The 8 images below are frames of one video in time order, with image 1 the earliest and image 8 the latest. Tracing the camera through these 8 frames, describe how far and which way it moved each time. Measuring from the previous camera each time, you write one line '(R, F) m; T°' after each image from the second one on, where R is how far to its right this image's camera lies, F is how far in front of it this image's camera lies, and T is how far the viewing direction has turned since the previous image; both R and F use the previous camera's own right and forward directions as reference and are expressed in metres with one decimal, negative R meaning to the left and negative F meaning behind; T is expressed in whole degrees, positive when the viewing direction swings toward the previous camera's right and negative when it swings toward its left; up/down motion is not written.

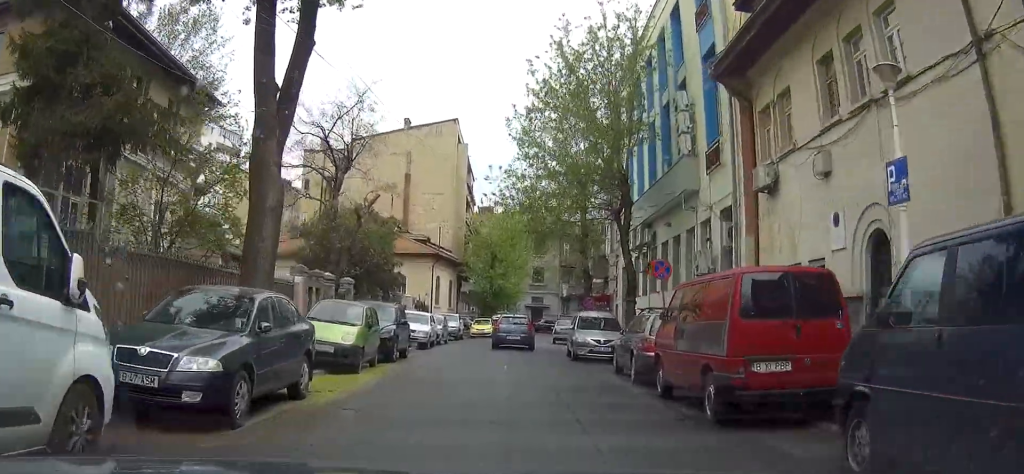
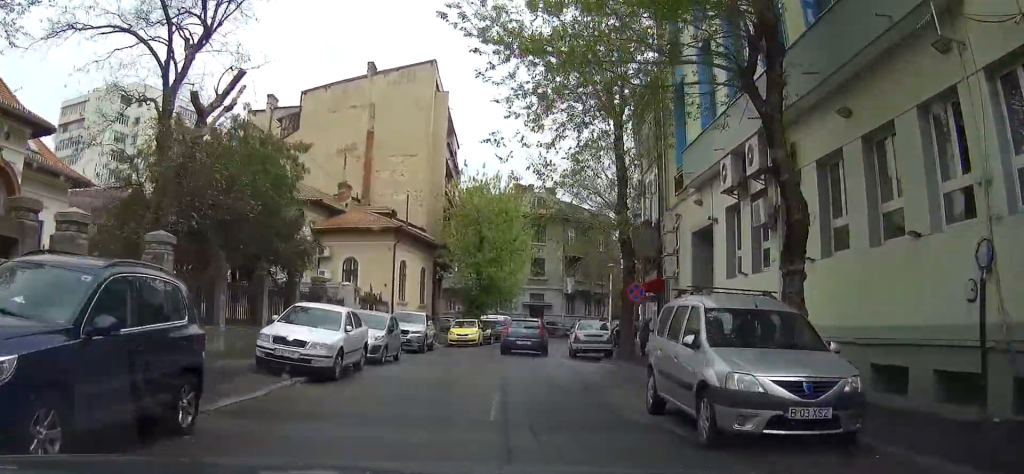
(+2.2, +15.1) m; +6°
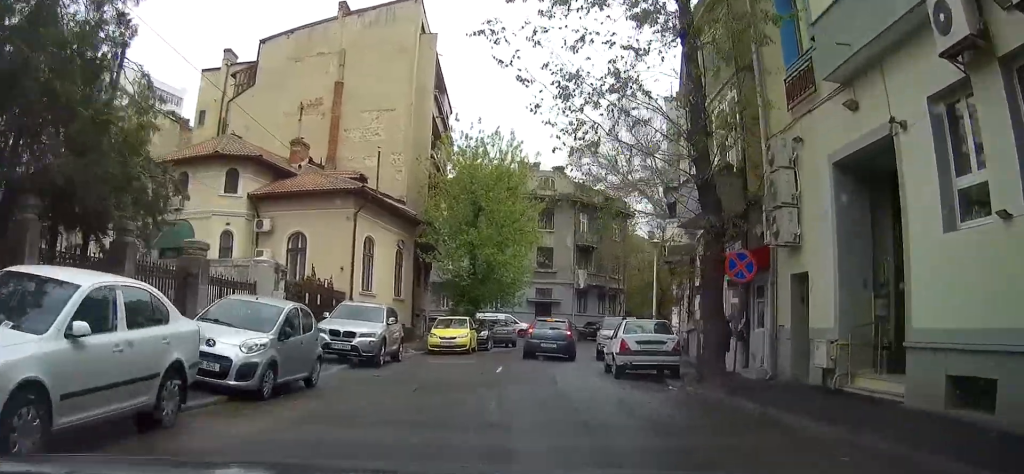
(-0.2, +10.2) m; -1°
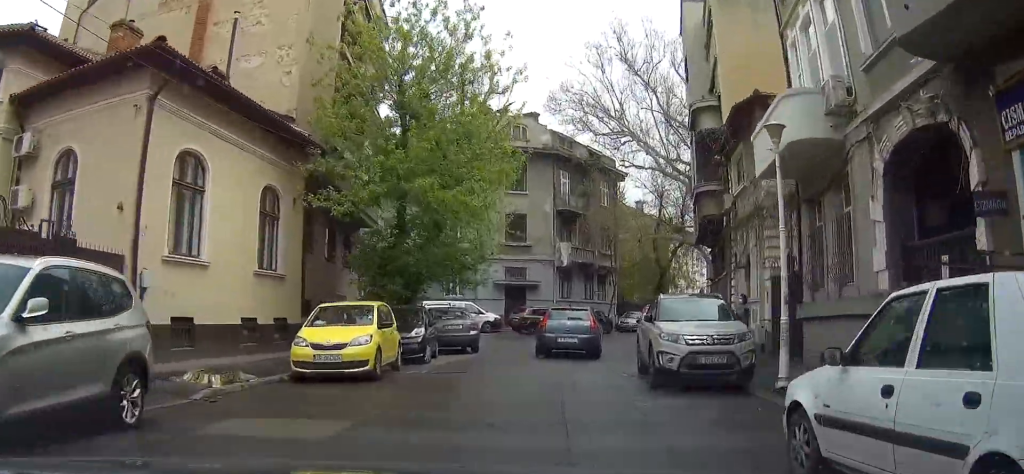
(0.0, +14.5) m; 0°
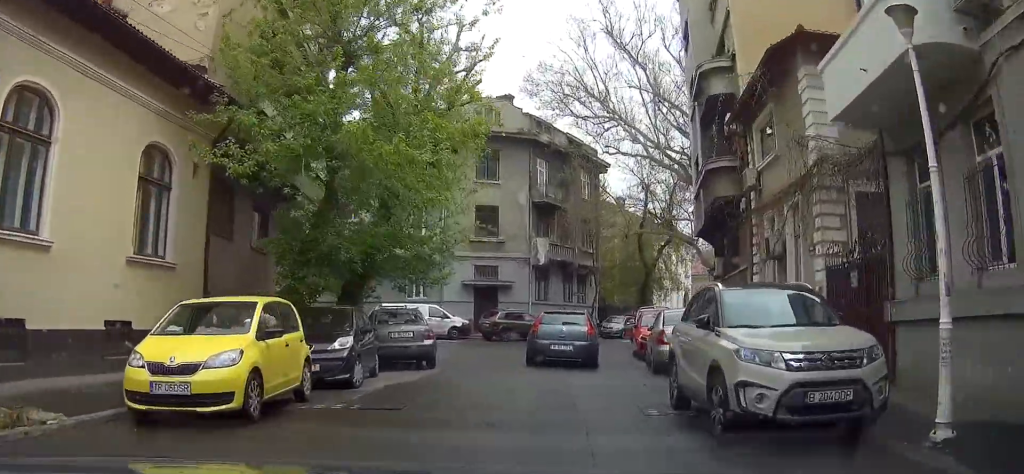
(-0.4, +5.3) m; +3°
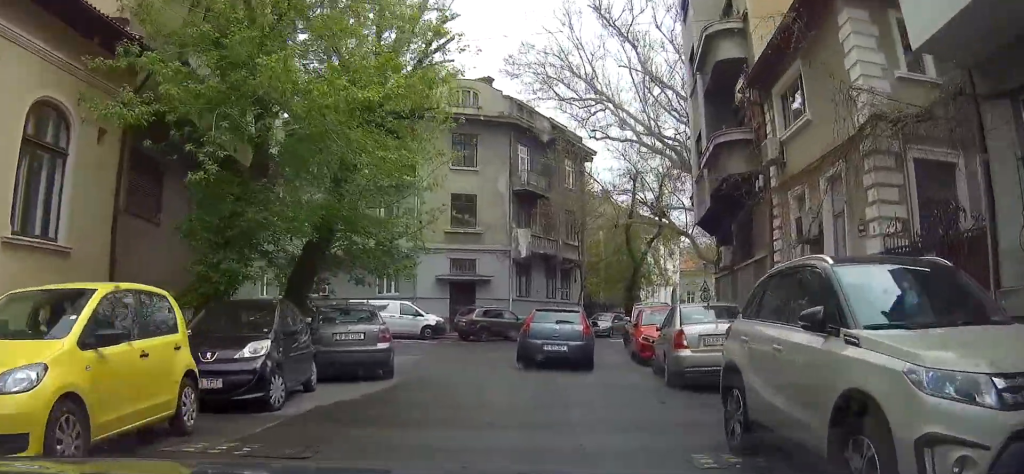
(+0.3, +3.2) m; +4°
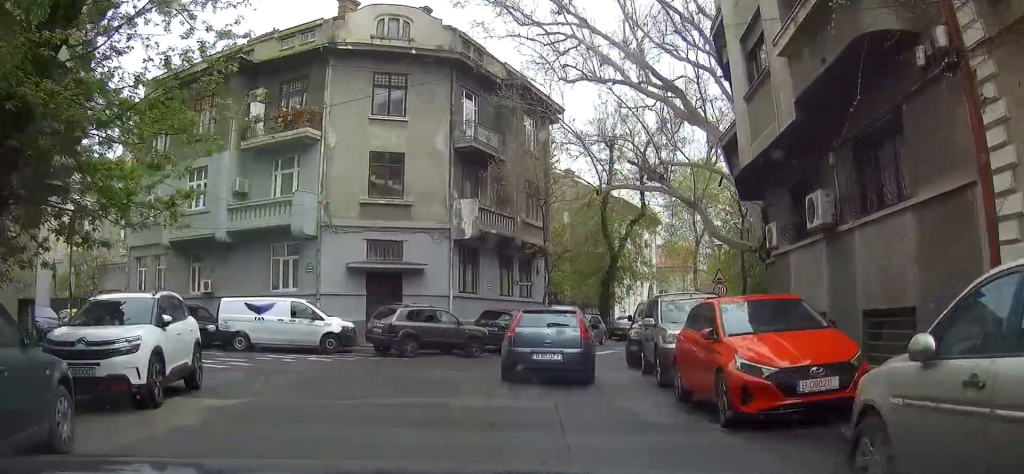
(+1.3, +10.8) m; +6°
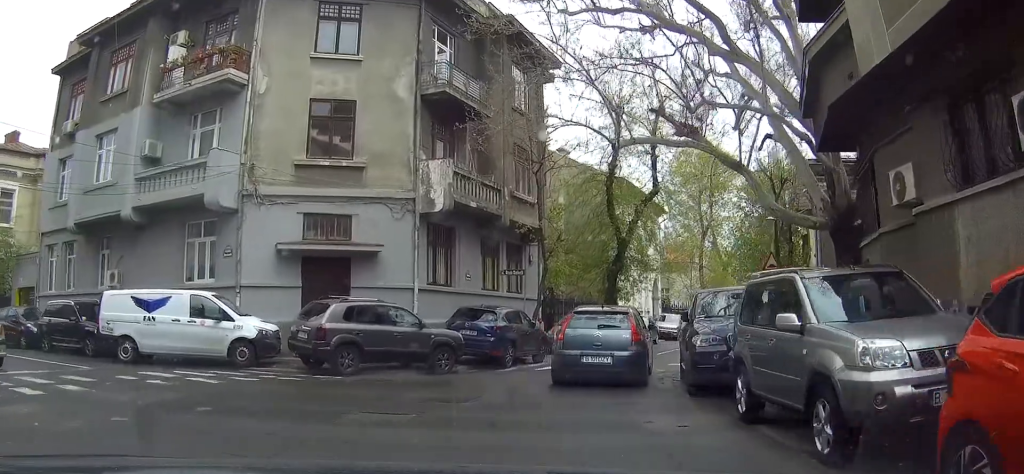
(-0.1, +7.1) m; -1°
